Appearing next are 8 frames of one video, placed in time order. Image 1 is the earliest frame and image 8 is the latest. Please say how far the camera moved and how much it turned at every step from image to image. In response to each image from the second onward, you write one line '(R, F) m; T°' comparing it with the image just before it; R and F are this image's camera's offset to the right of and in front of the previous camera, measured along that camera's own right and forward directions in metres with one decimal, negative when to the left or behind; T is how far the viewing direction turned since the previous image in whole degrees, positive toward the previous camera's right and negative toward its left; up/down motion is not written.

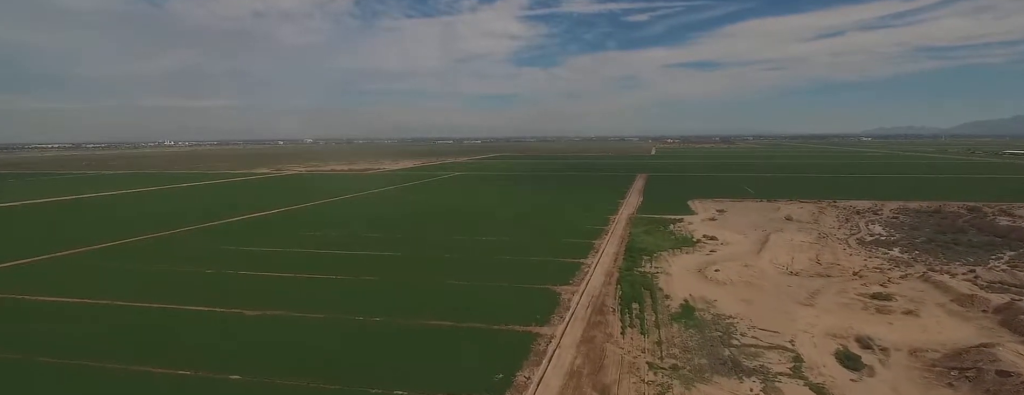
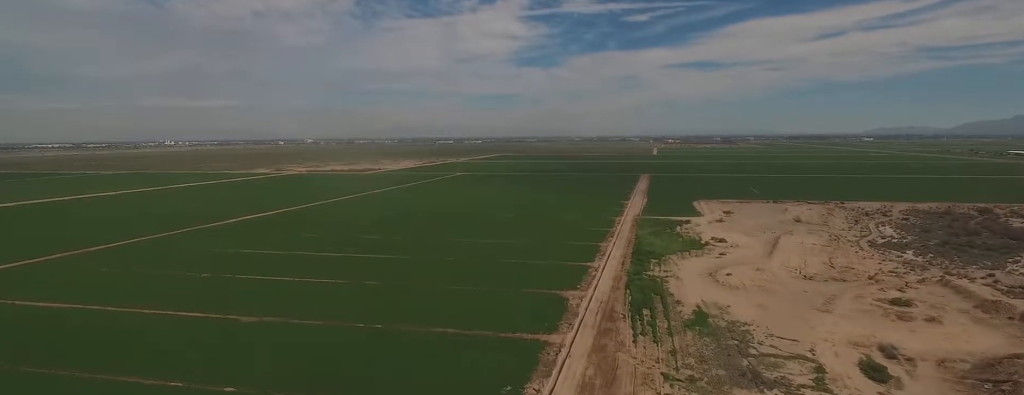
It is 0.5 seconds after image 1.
(0.0, +8.3) m; 0°
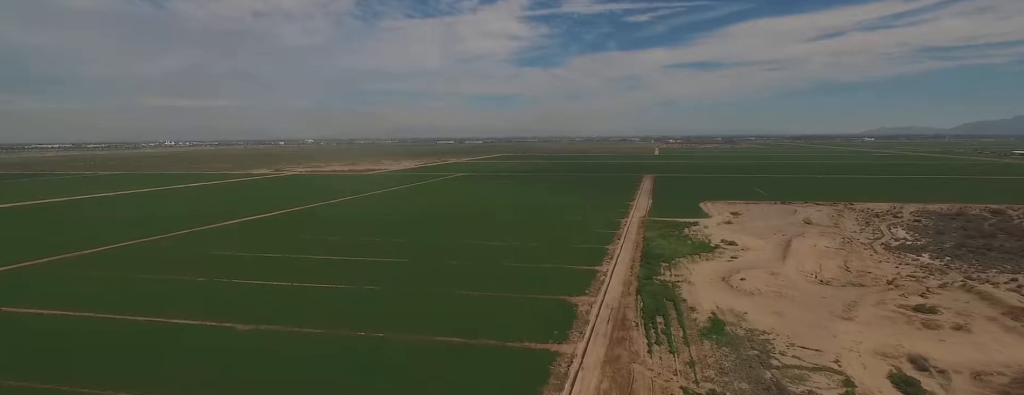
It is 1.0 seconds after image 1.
(0.0, +6.7) m; 0°
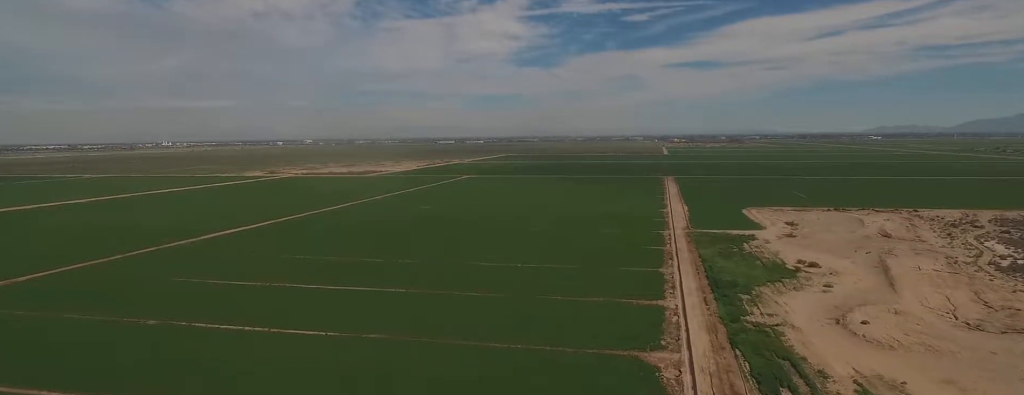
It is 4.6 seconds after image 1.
(+0.3, +56.4) m; +1°
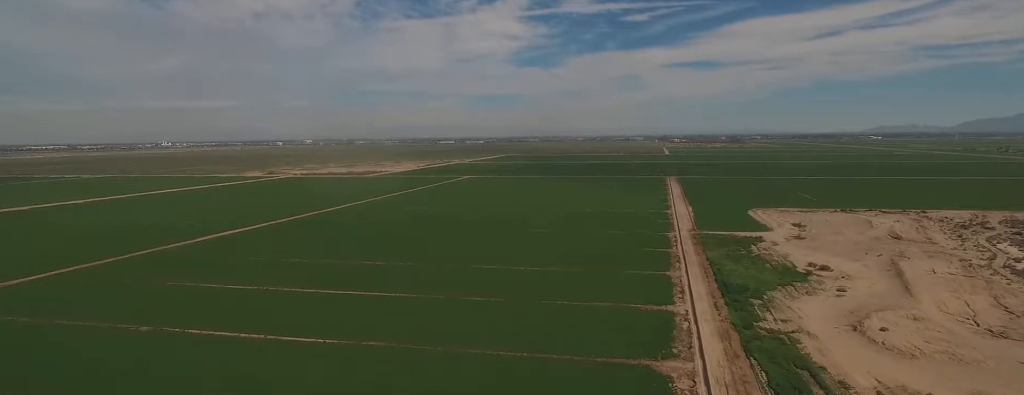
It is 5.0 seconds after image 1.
(0.0, +6.4) m; 0°
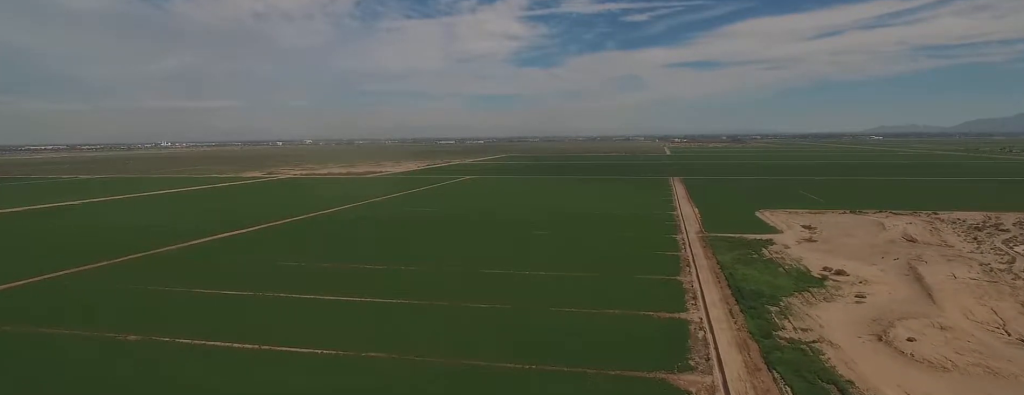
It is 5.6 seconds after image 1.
(0.0, +8.5) m; 0°
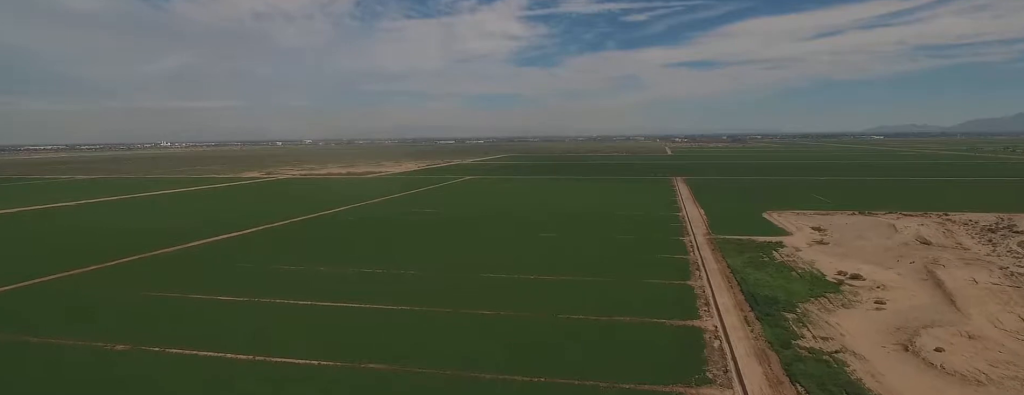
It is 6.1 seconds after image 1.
(0.0, +8.0) m; 0°
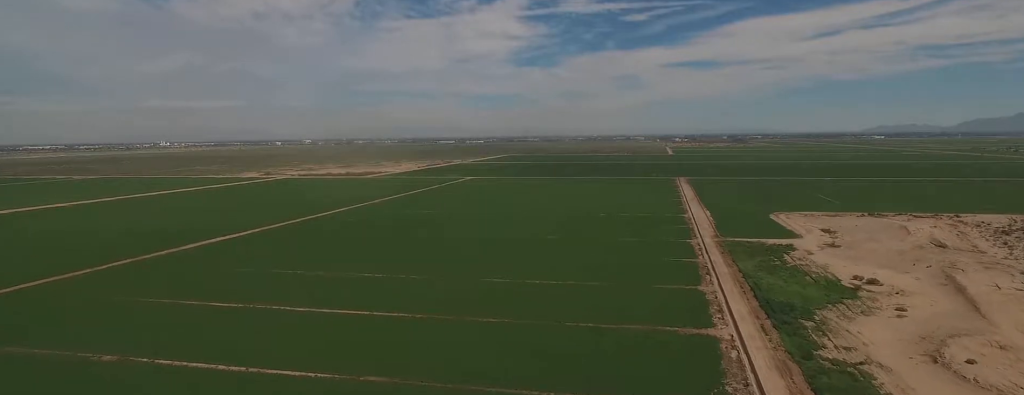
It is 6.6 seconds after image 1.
(0.0, +8.0) m; 0°
